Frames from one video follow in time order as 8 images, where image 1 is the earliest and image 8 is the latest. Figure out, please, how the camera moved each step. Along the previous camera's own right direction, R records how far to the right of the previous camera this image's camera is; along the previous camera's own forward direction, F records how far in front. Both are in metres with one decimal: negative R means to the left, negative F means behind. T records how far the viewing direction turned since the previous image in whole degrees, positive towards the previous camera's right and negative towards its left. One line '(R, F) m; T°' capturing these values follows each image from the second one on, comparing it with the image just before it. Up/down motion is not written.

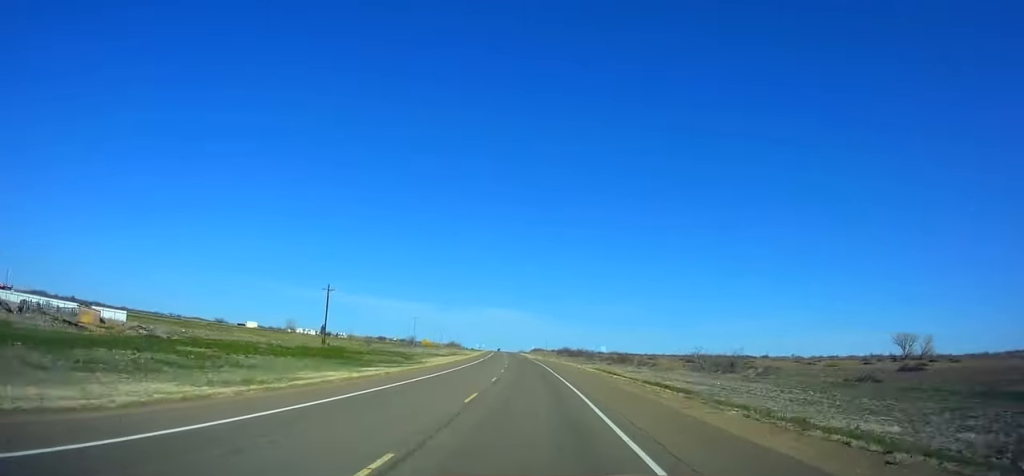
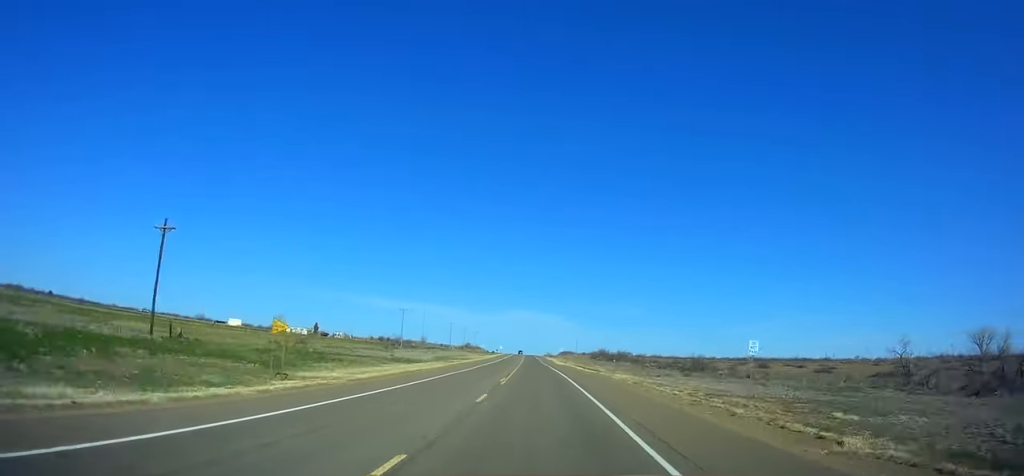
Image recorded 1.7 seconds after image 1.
(-1.1, +48.7) m; -2°
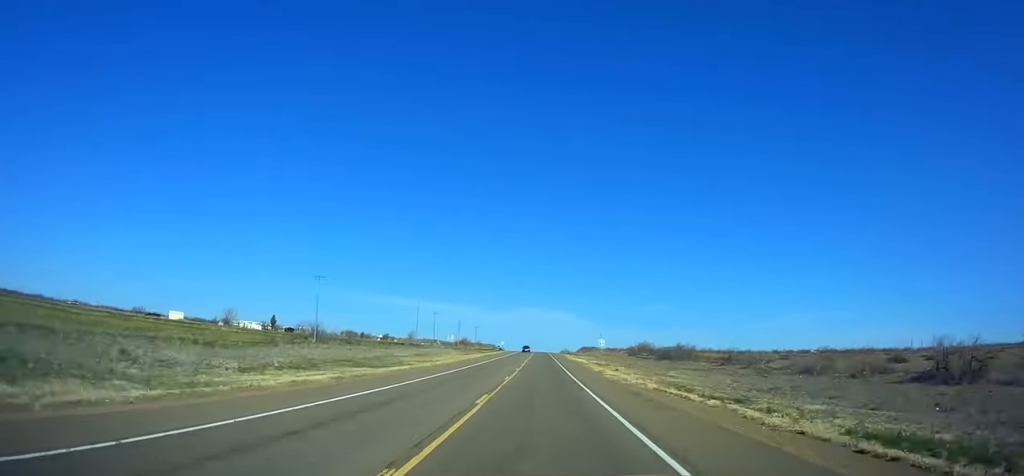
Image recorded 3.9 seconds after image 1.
(-1.9, +62.6) m; -2°
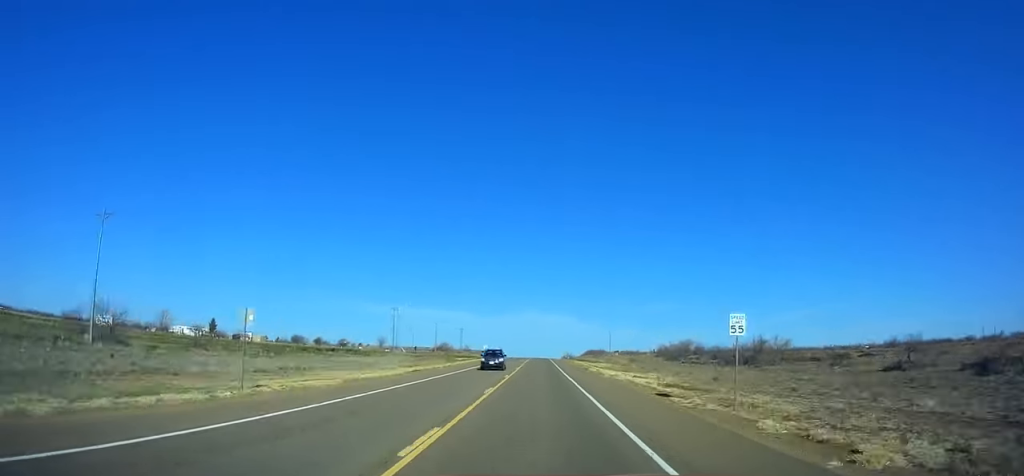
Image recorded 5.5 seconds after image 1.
(-0.1, +45.0) m; 0°
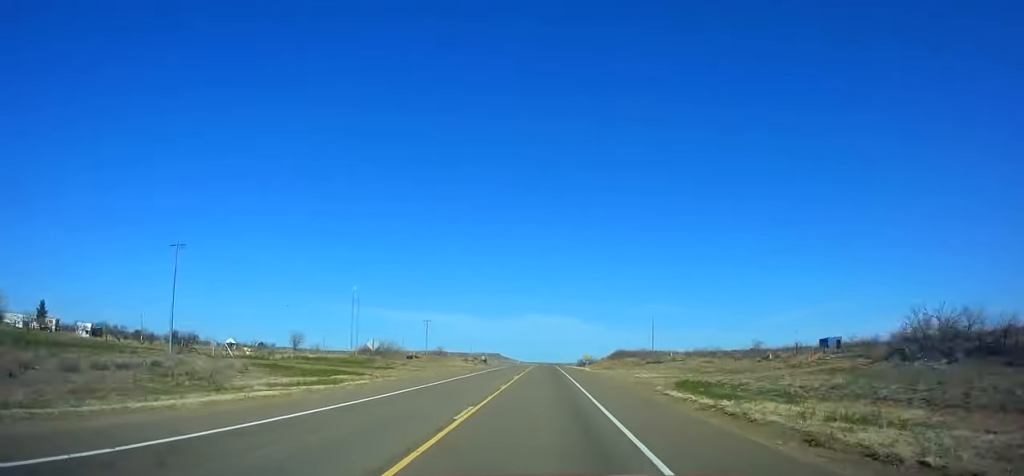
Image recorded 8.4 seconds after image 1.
(-0.3, +81.4) m; 0°
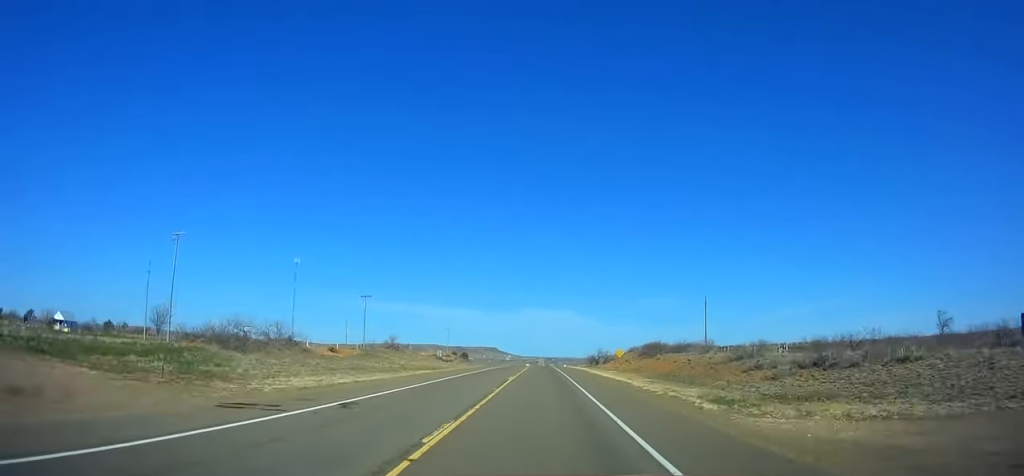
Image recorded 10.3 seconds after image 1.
(-0.2, +53.2) m; 0°
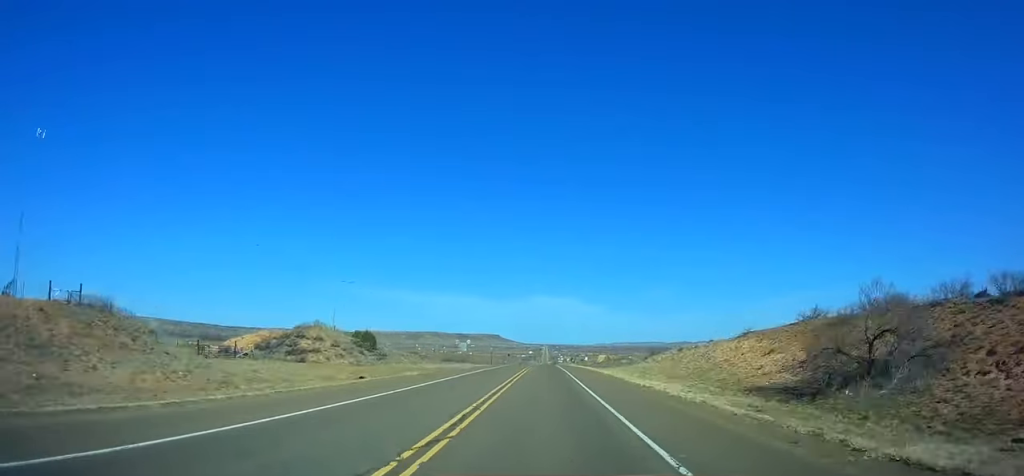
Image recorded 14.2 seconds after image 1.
(-0.5, +109.8) m; 0°
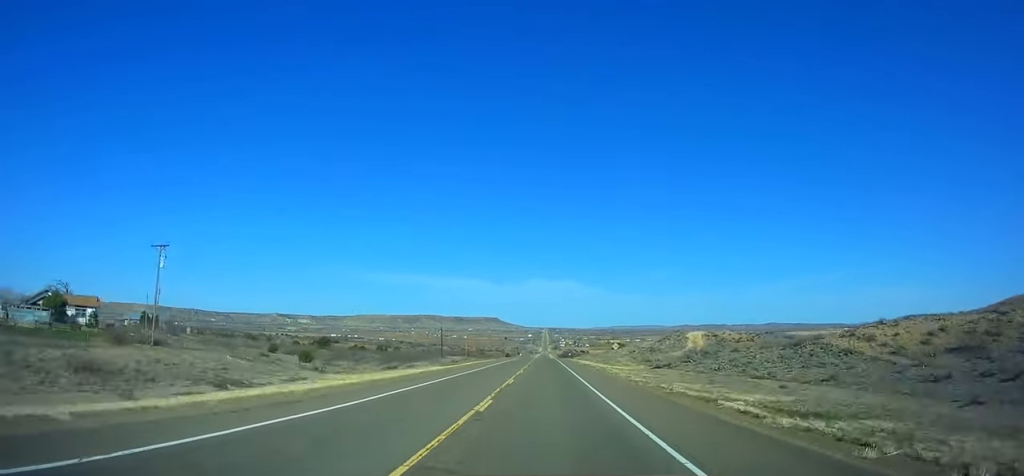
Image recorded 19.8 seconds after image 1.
(-0.1, +161.7) m; 0°
